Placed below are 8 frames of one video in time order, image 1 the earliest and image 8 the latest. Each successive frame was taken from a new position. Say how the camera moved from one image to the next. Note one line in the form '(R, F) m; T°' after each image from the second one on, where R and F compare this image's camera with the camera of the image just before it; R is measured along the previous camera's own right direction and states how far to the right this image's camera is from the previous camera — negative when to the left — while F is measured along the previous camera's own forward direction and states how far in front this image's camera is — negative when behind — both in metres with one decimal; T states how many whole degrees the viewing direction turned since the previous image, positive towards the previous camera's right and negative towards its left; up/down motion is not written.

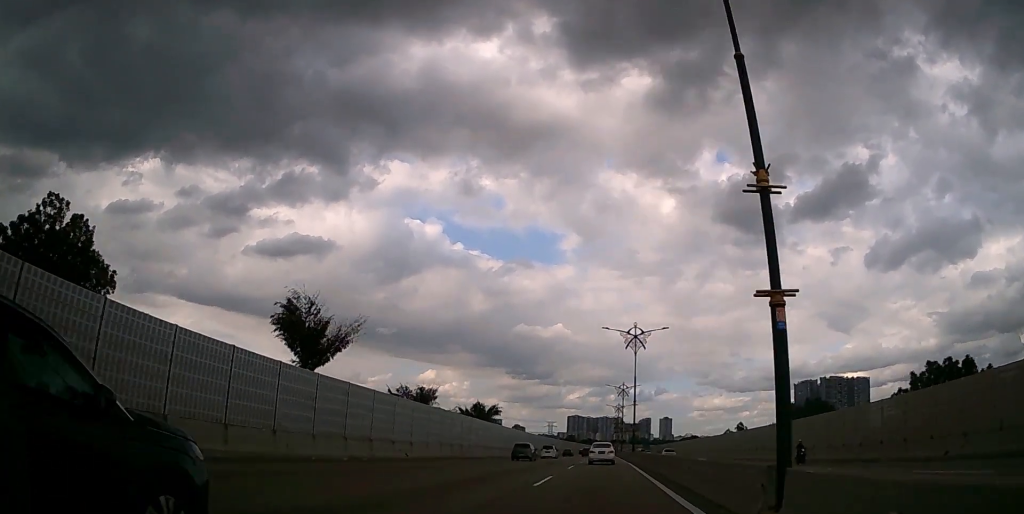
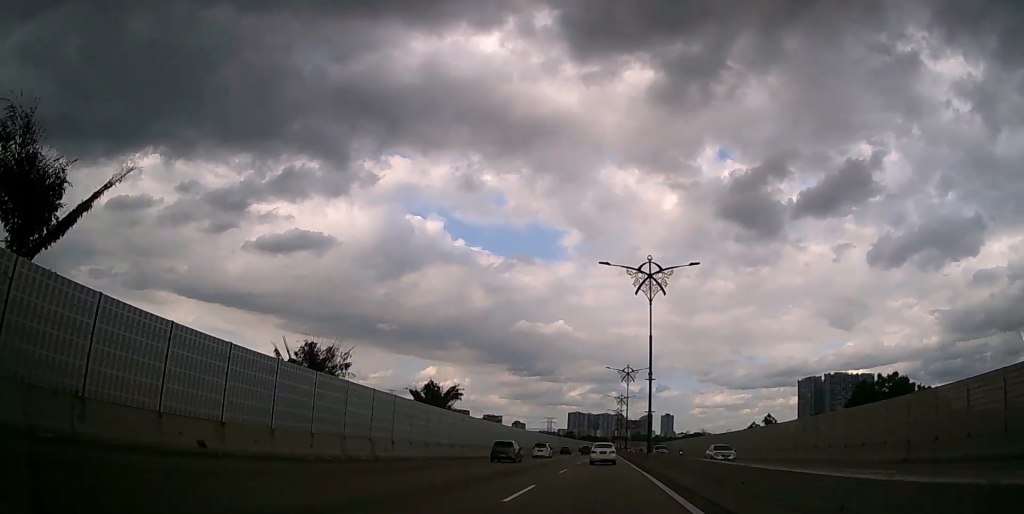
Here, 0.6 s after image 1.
(0.0, +18.6) m; 0°
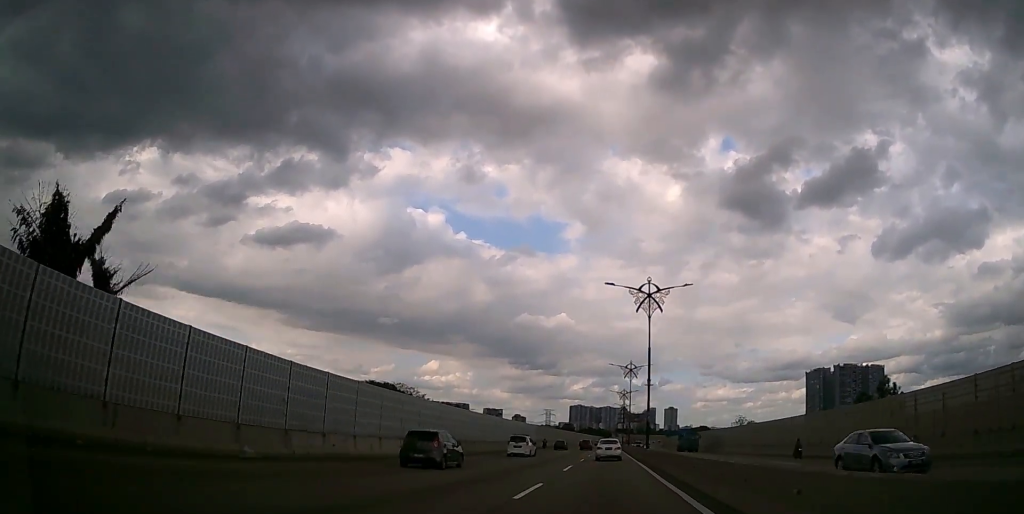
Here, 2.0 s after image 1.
(0.0, +38.3) m; 0°
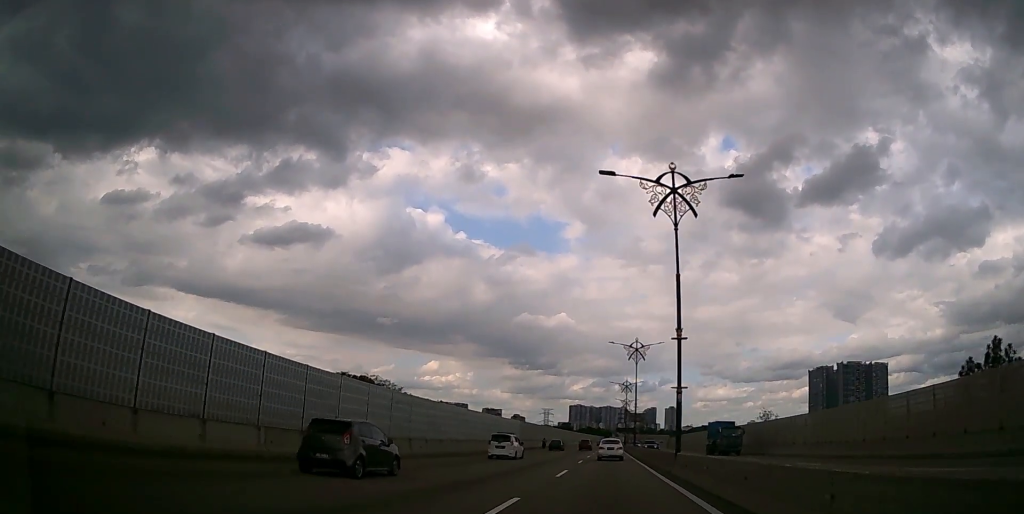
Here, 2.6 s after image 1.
(0.0, +17.5) m; 0°
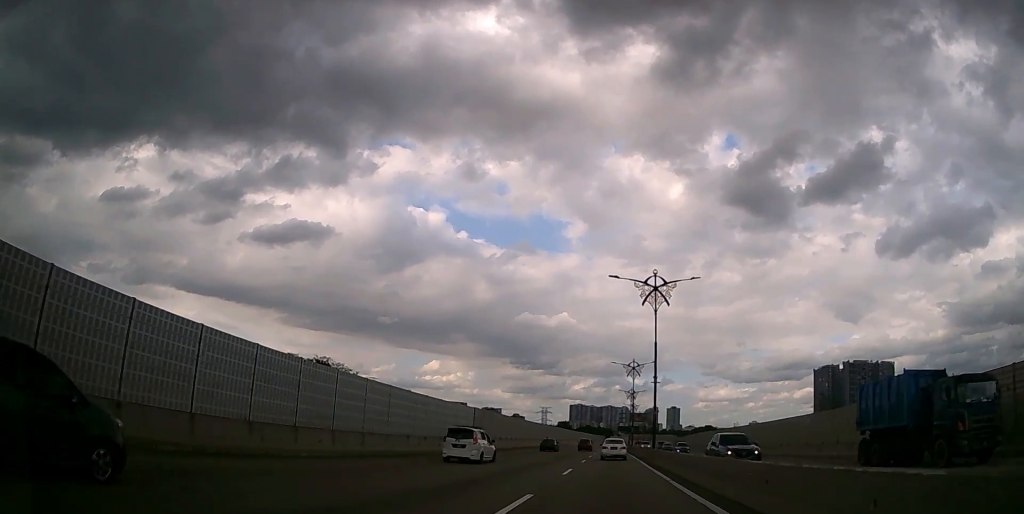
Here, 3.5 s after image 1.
(0.0, +24.6) m; 0°
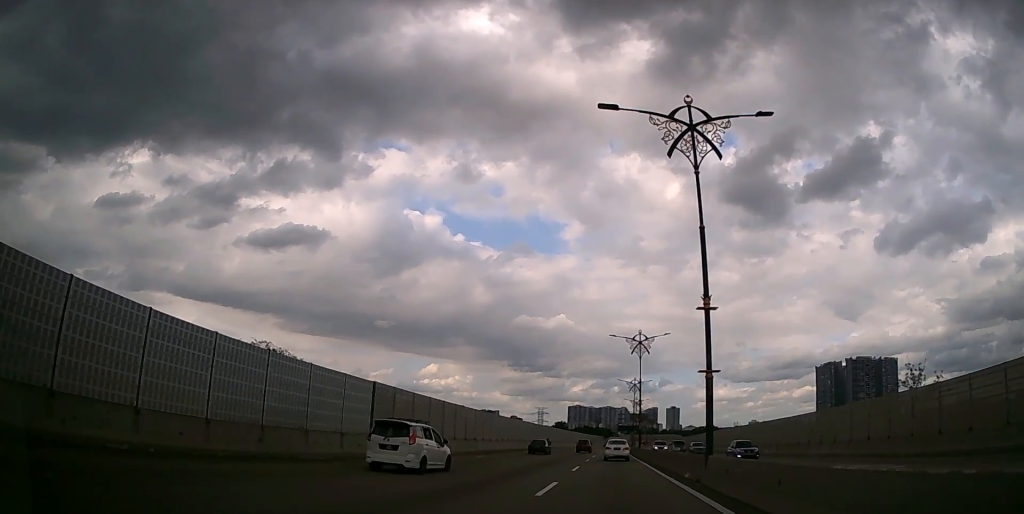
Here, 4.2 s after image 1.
(0.0, +20.4) m; 0°
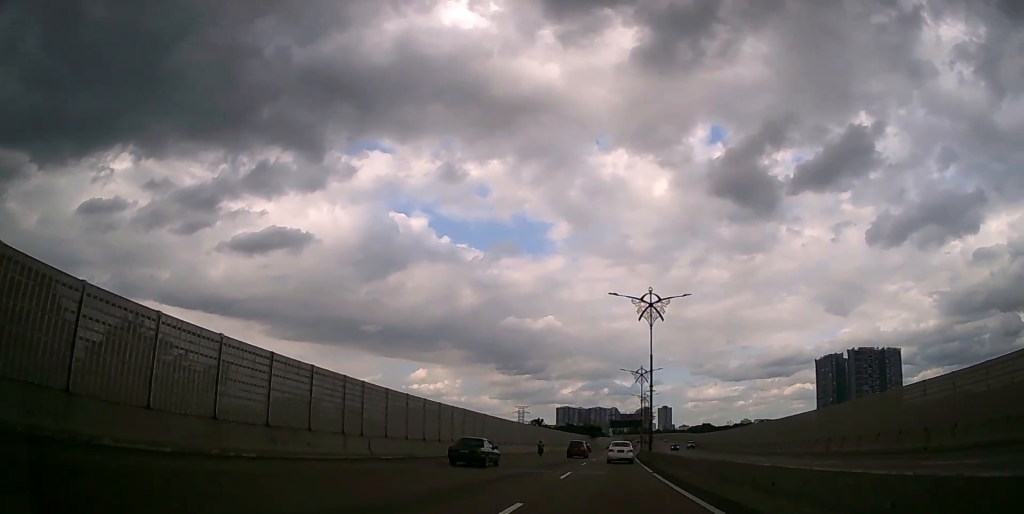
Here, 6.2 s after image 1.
(+0.3, +56.8) m; +1°
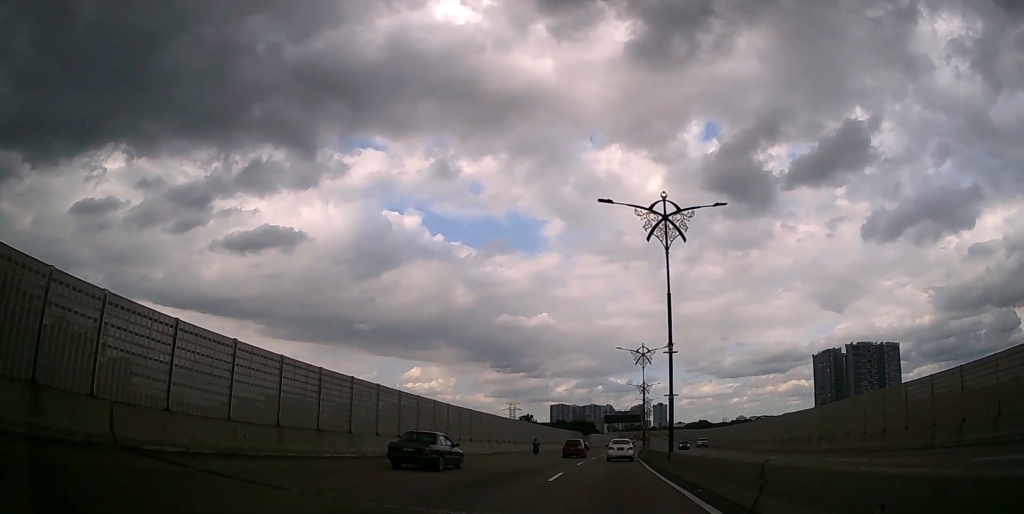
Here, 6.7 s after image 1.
(+0.1, +15.7) m; +1°
